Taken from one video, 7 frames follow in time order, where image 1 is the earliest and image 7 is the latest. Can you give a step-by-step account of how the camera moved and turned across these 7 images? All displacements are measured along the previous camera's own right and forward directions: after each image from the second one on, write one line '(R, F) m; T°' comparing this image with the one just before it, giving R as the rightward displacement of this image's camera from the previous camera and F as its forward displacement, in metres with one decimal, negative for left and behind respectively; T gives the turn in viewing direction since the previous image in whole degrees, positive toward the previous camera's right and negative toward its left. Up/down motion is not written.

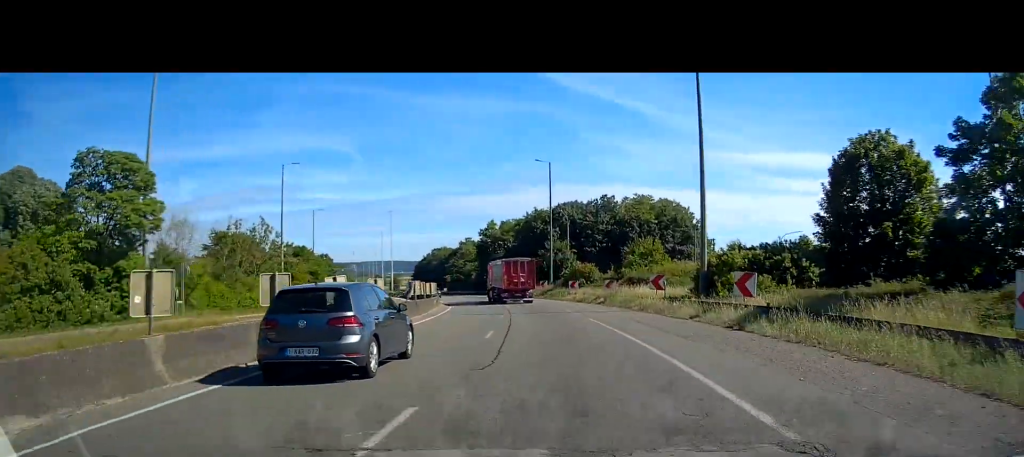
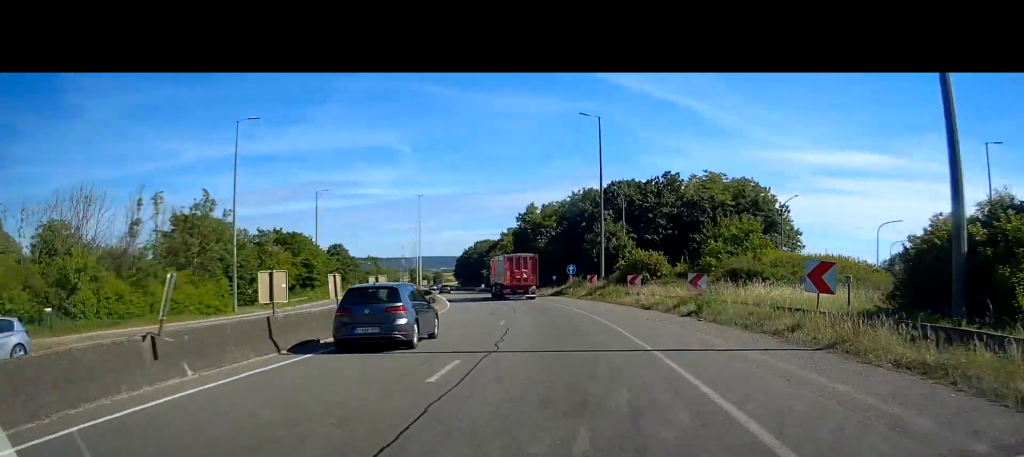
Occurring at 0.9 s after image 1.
(-0.8, +20.6) m; -4°
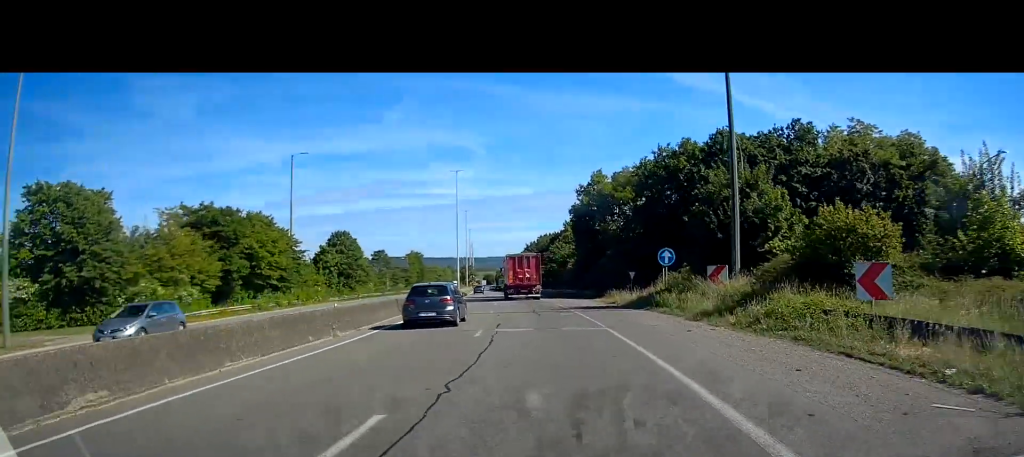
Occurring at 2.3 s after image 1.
(-1.6, +30.4) m; -7°
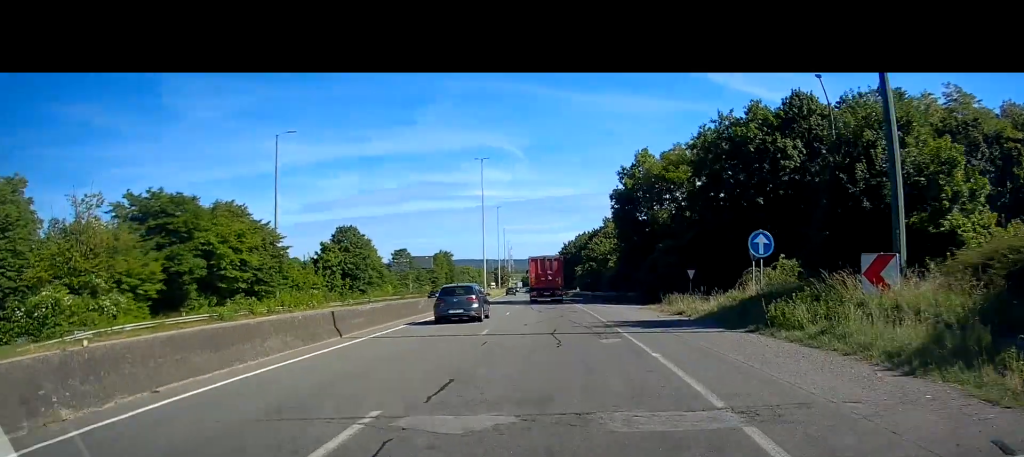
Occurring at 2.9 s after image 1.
(-0.5, +12.1) m; -3°
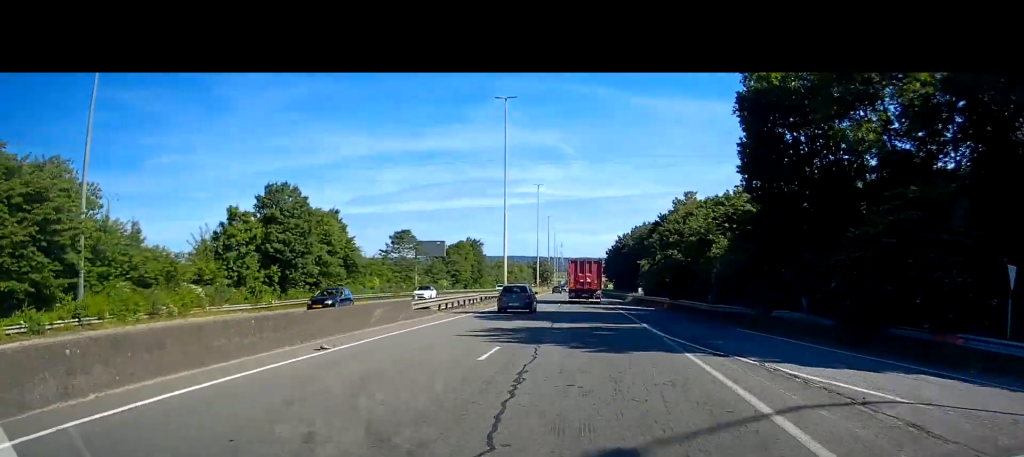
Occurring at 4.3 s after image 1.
(-1.6, +30.2) m; -3°
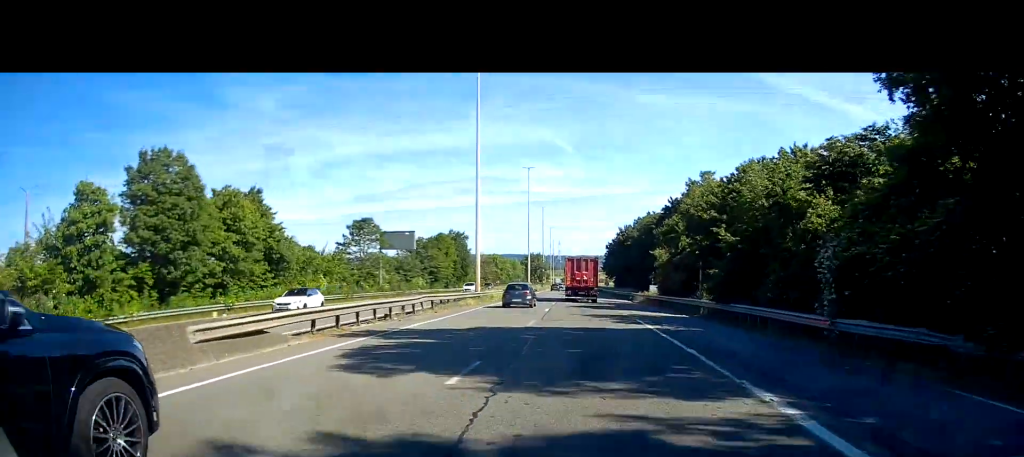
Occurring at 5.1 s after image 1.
(0.0, +15.5) m; 0°
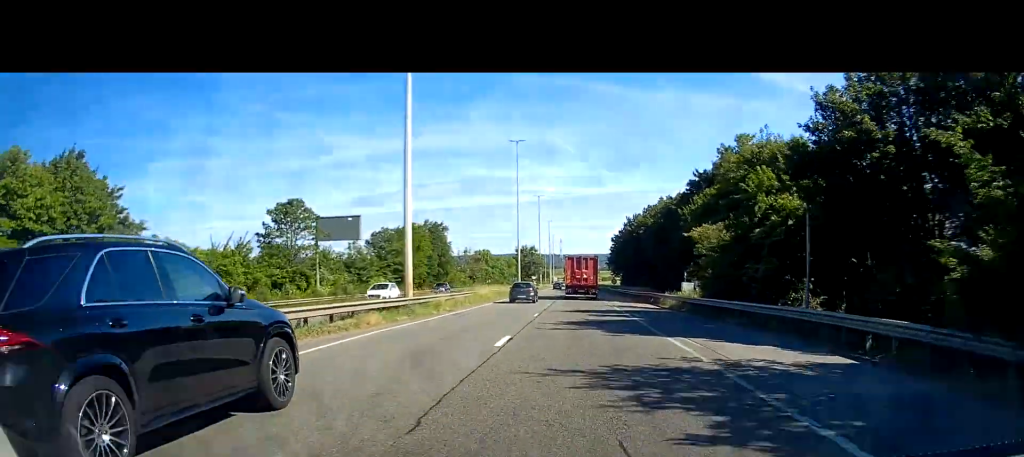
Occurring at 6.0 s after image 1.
(0.0, +19.8) m; 0°
